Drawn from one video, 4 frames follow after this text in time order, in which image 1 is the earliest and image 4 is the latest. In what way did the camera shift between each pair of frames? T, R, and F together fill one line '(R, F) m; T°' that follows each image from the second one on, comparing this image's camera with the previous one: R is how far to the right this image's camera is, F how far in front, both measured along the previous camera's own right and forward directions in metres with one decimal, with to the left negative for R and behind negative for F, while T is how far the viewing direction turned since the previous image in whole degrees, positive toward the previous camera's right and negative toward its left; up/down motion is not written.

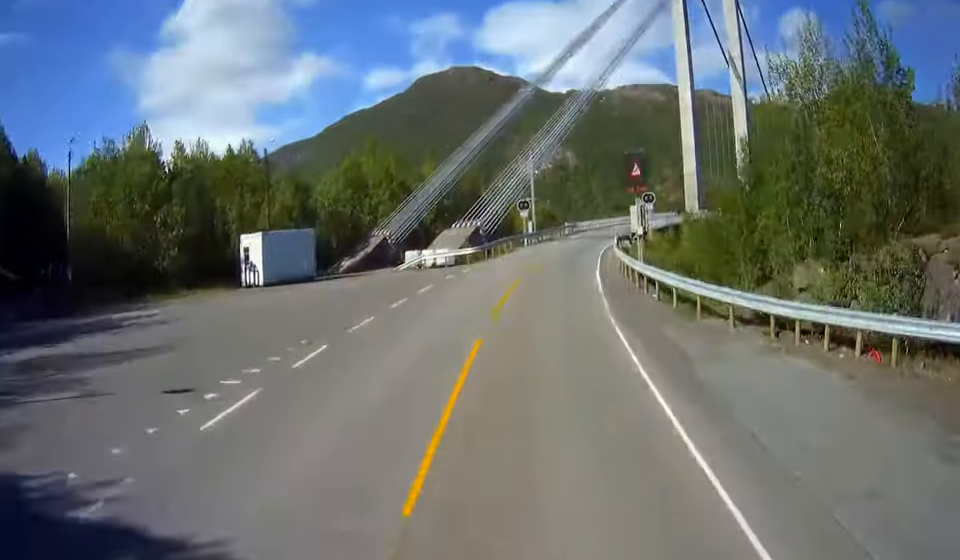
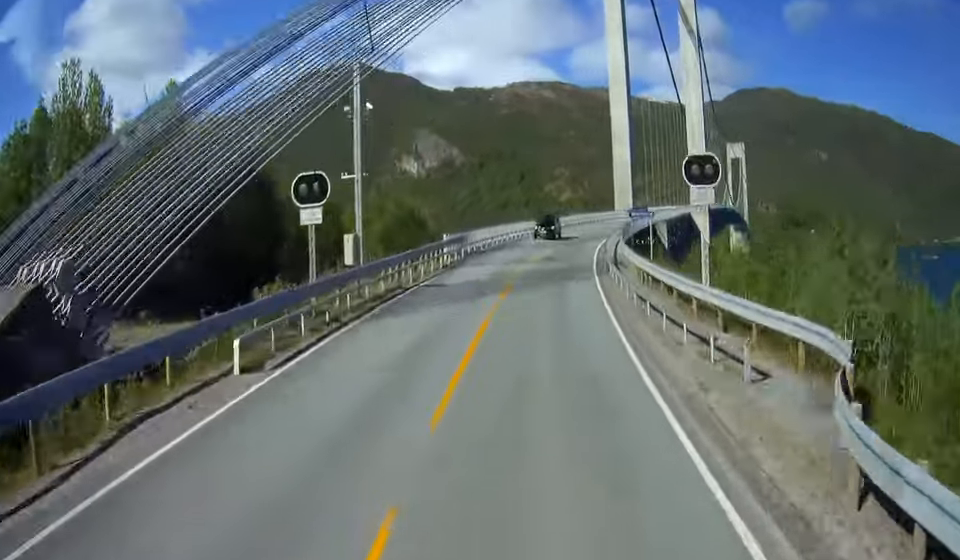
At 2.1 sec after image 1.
(0.0, +46.2) m; 0°
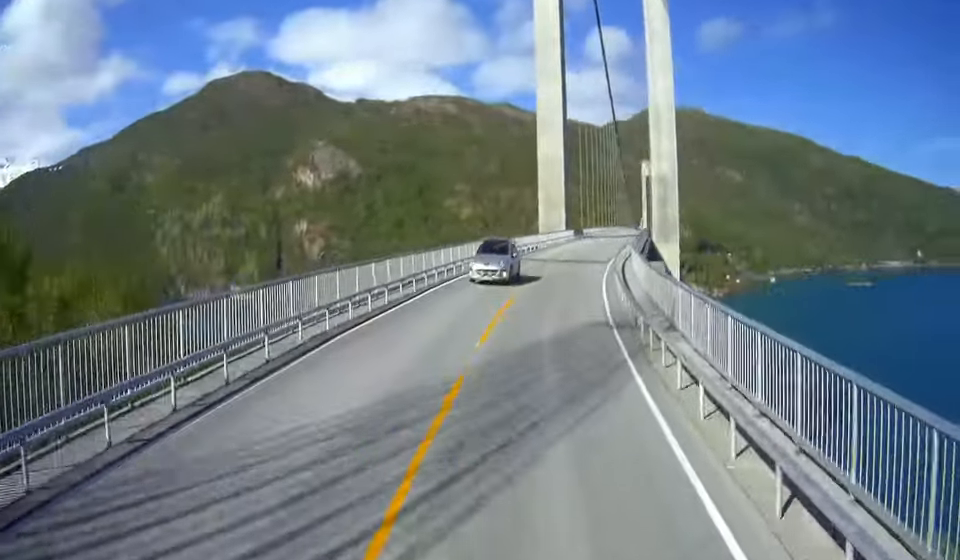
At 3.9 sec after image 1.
(+2.9, +39.8) m; +14°
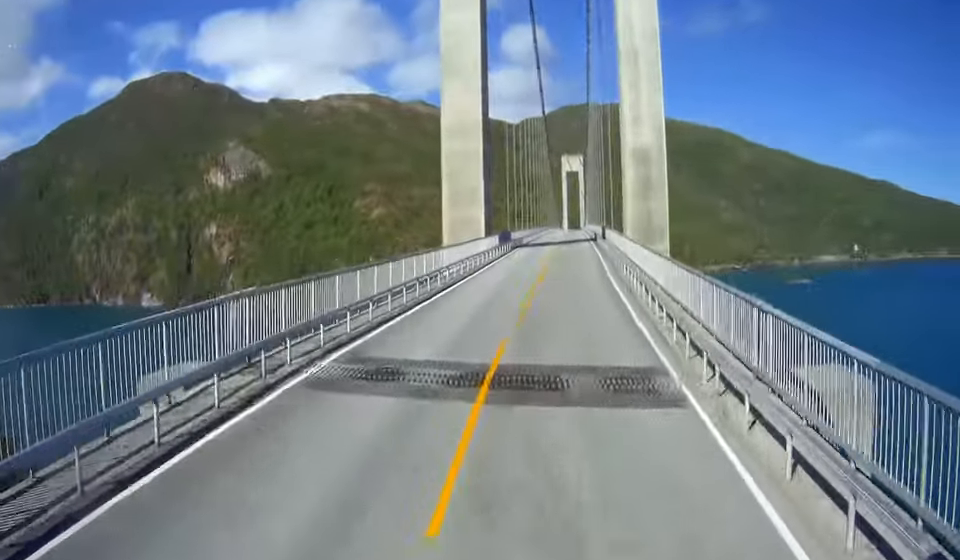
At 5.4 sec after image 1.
(+4.3, +31.7) m; +13°
